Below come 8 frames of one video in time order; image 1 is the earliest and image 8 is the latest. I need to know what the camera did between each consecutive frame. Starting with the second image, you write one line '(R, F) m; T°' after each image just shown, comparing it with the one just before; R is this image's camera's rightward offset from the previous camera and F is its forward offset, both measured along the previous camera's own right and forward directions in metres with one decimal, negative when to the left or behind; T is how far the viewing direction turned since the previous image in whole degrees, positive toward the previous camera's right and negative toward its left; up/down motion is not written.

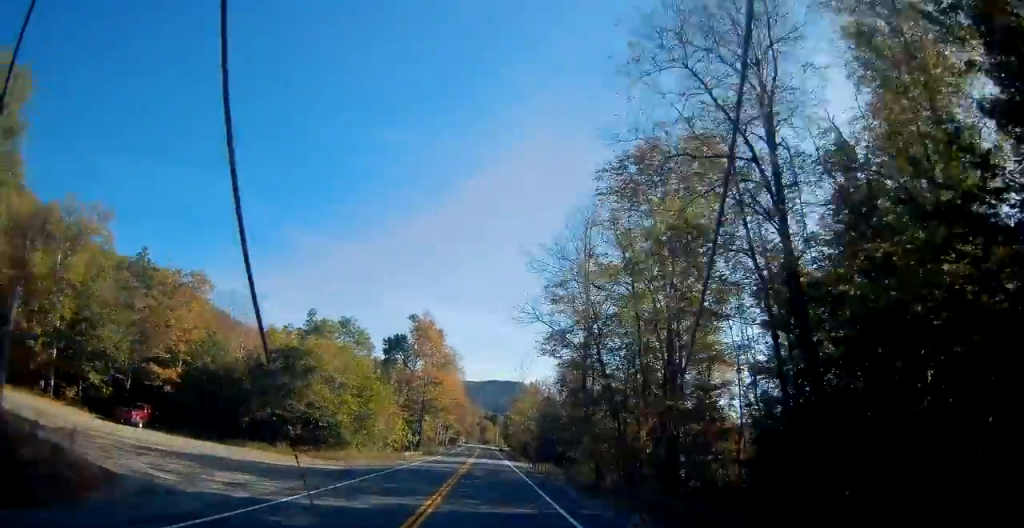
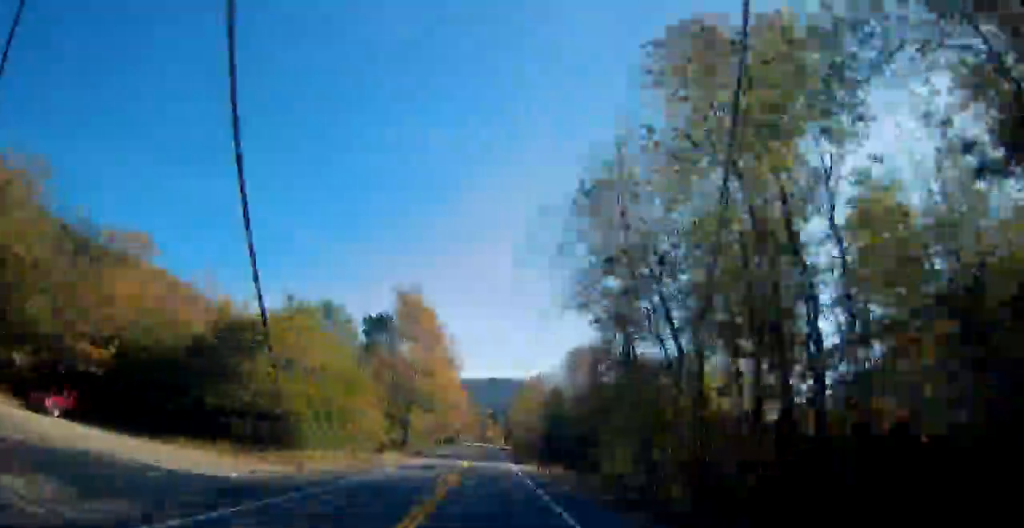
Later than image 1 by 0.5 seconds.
(+0.1, +11.7) m; 0°
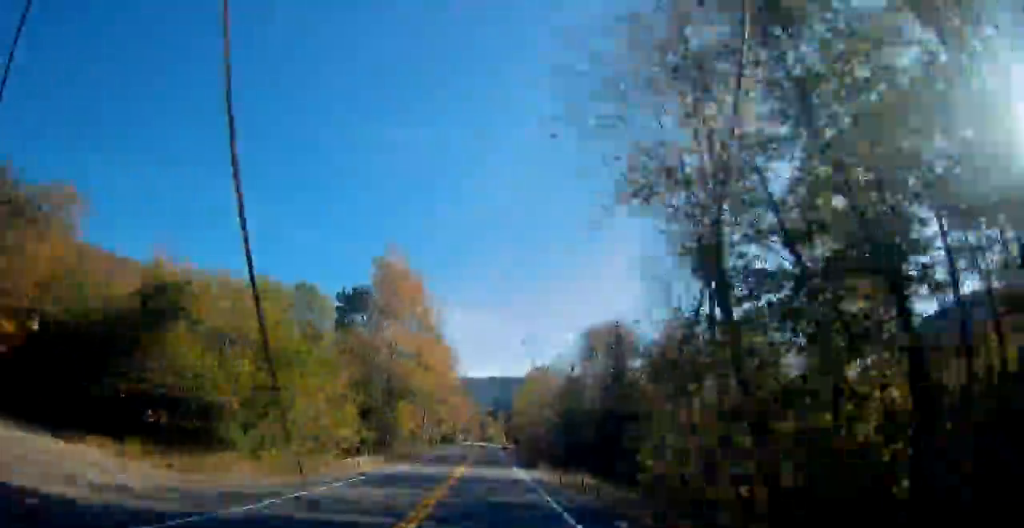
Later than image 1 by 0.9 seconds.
(+0.1, +10.8) m; -1°
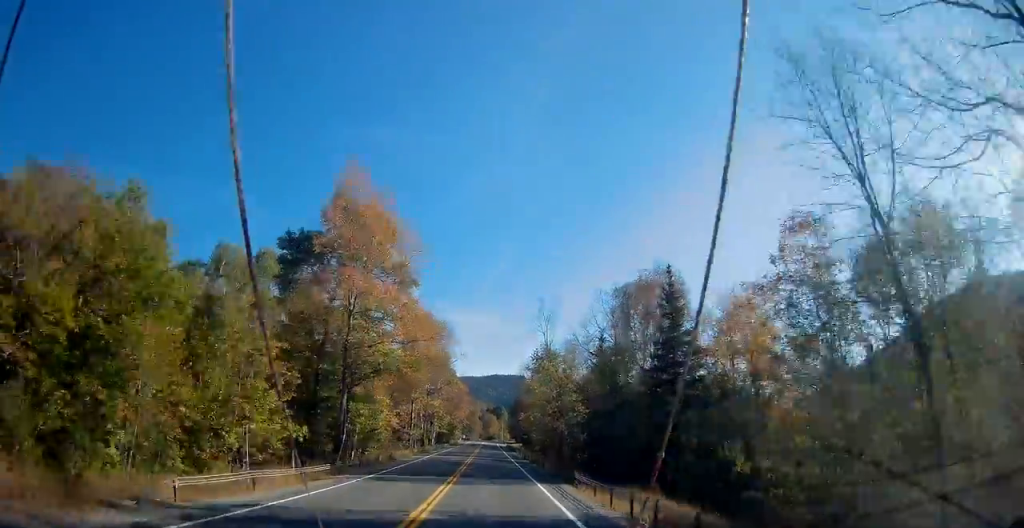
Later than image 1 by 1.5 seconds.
(-0.1, +15.0) m; 0°
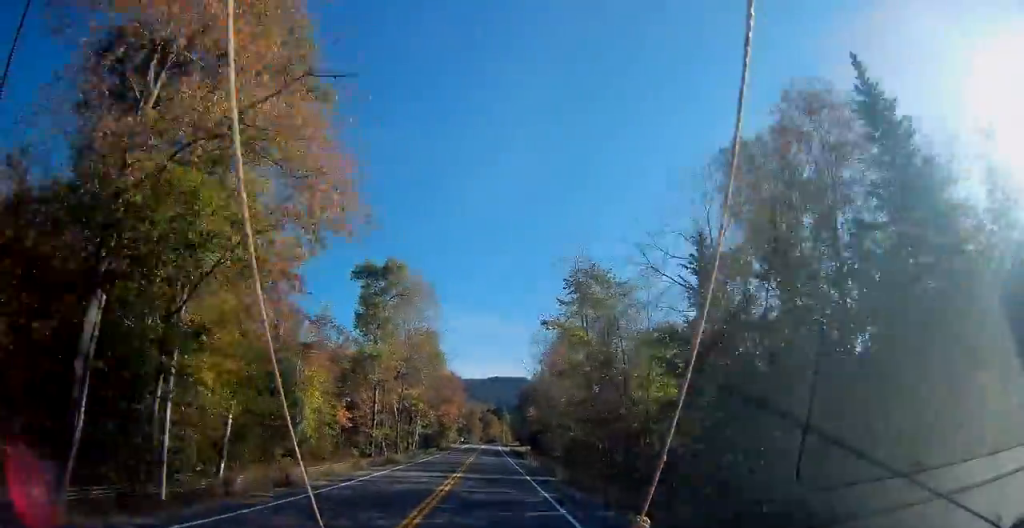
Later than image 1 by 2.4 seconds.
(-0.3, +21.6) m; 0°
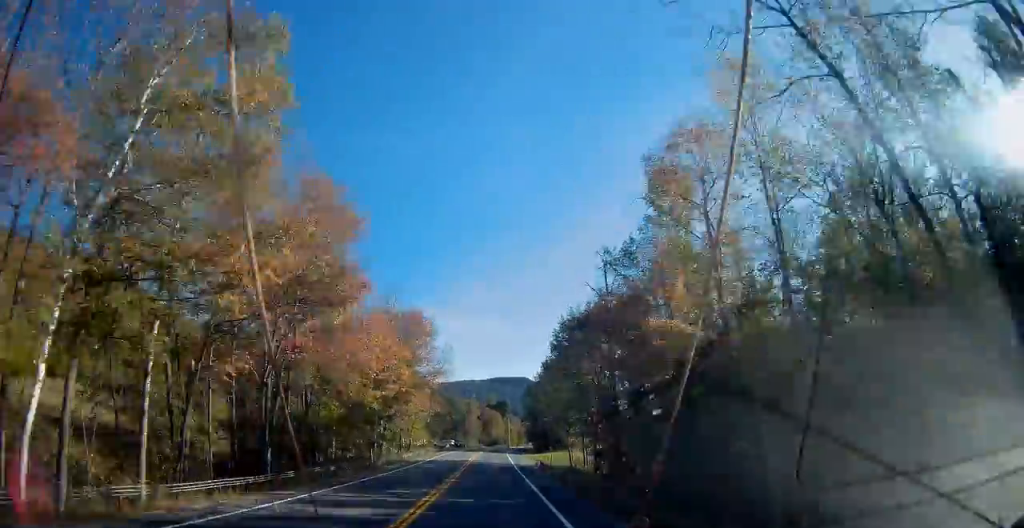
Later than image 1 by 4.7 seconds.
(+0.7, +58.8) m; +1°
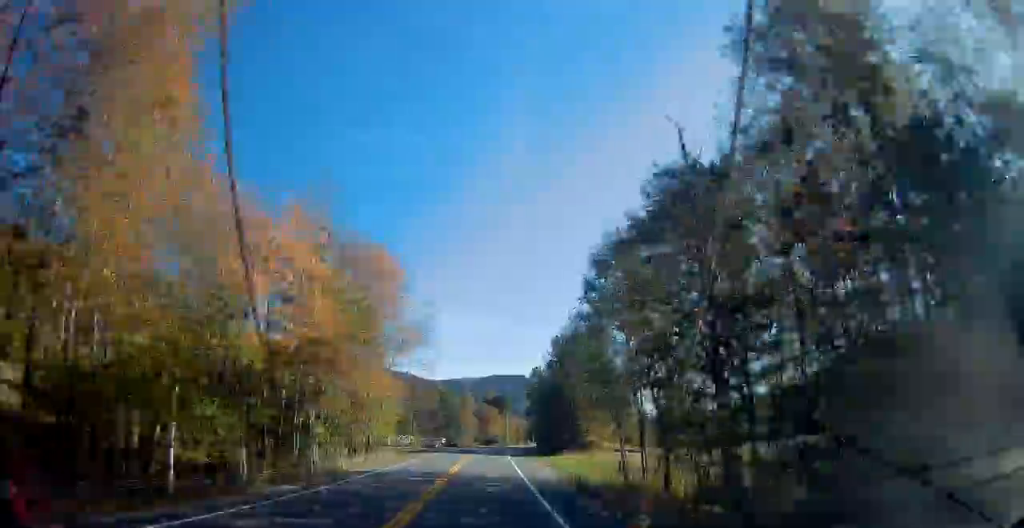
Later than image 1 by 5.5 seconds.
(0.0, +19.8) m; 0°
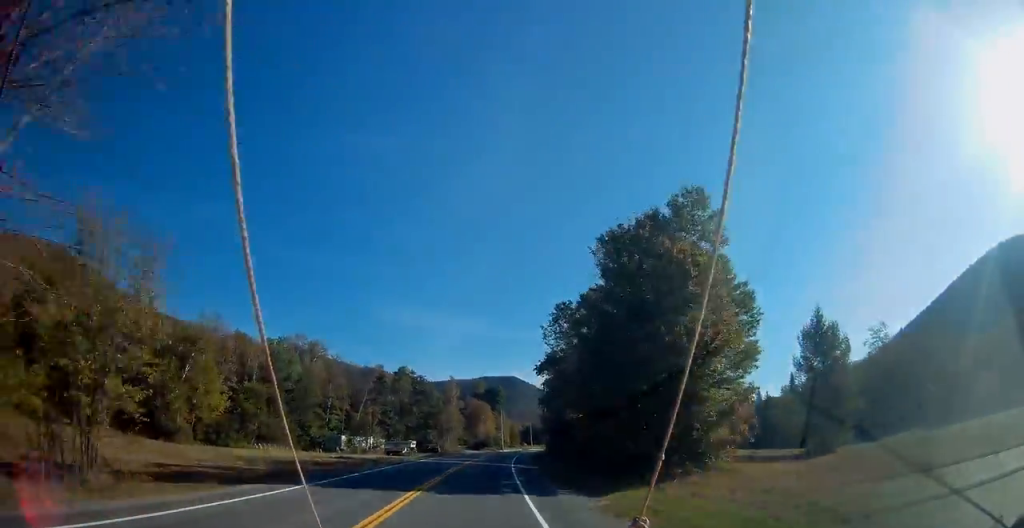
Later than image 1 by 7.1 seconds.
(-0.2, +39.2) m; +1°
